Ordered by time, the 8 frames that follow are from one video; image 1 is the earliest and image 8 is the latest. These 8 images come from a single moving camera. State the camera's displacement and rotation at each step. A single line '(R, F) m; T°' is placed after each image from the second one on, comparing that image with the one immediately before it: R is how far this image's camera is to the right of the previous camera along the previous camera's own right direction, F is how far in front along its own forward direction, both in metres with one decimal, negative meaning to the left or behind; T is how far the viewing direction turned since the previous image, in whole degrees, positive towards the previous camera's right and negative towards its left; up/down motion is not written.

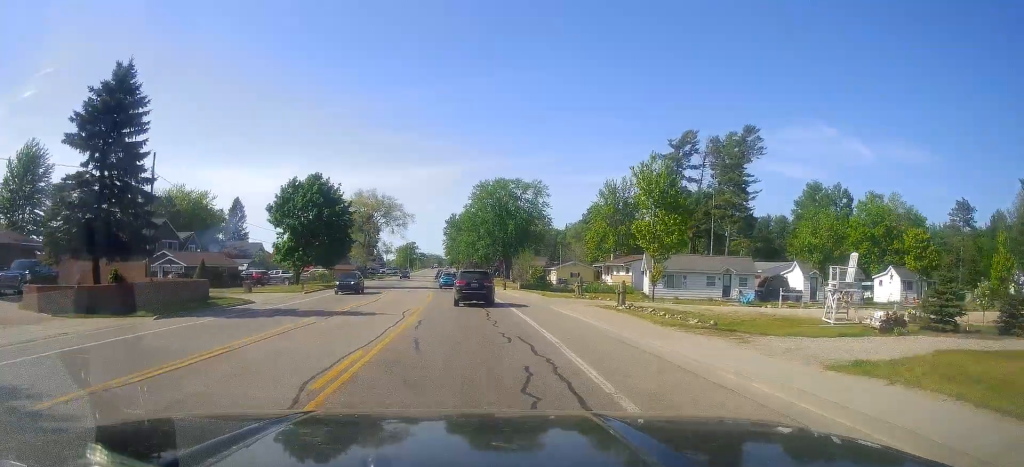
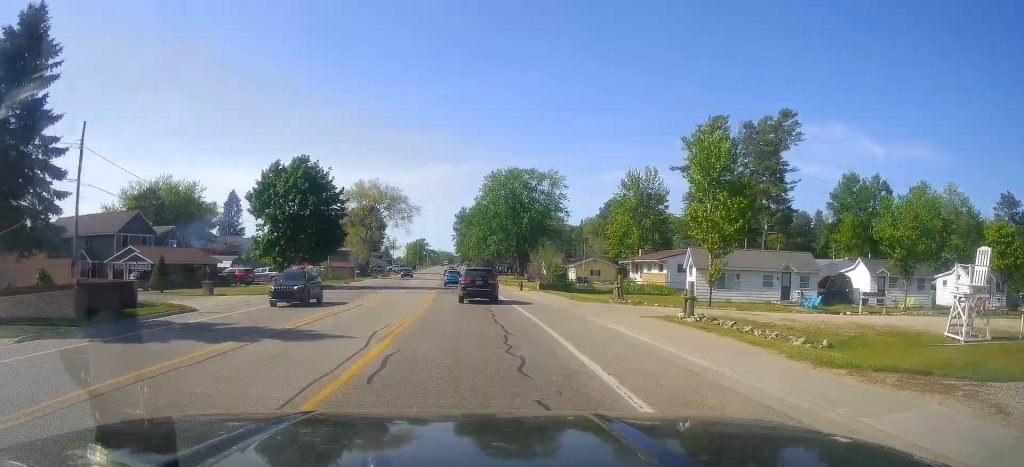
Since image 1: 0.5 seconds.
(-0.3, +8.6) m; -1°
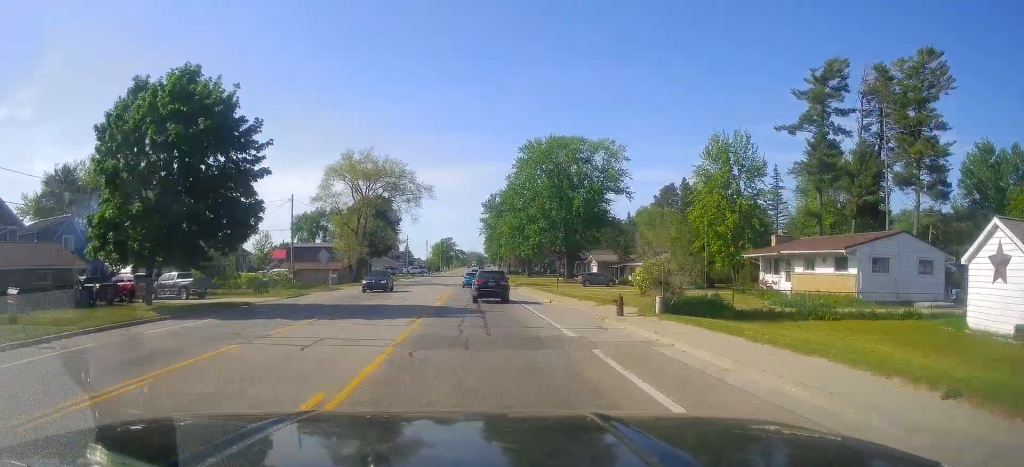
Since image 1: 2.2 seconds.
(-0.4, +27.0) m; -1°
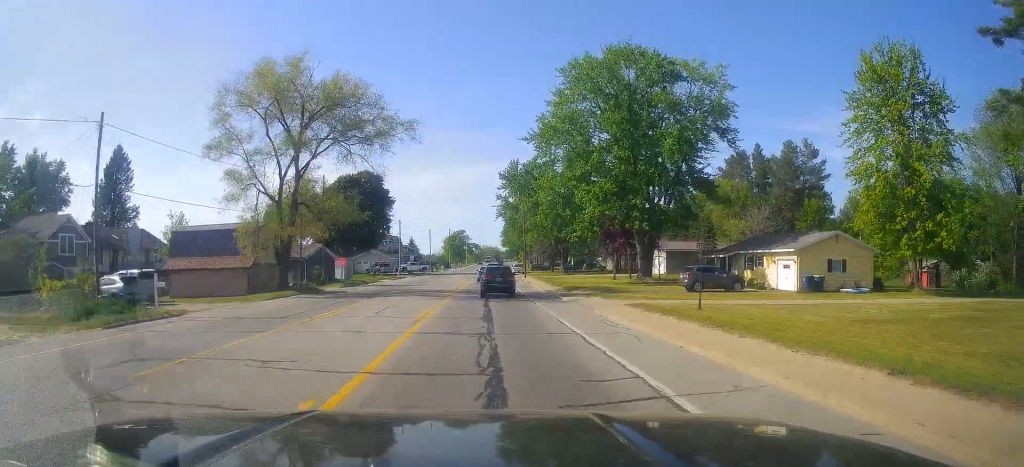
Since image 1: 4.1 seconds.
(-0.6, +31.0) m; -2°
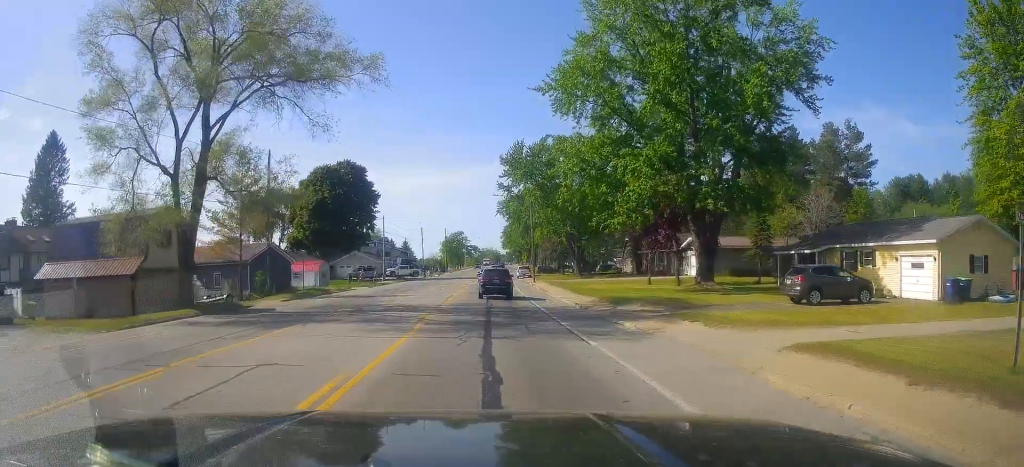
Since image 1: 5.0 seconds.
(+0.1, +13.9) m; 0°
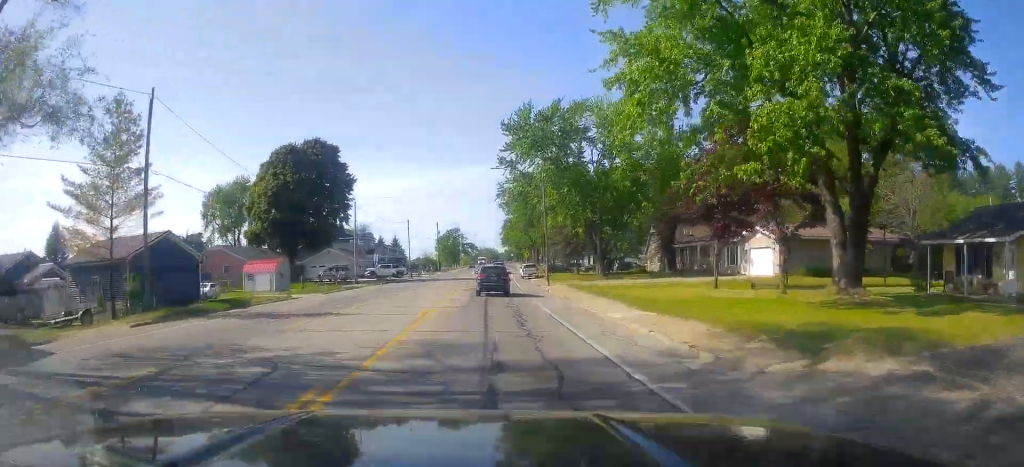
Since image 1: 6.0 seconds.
(-0.3, +15.8) m; +1°
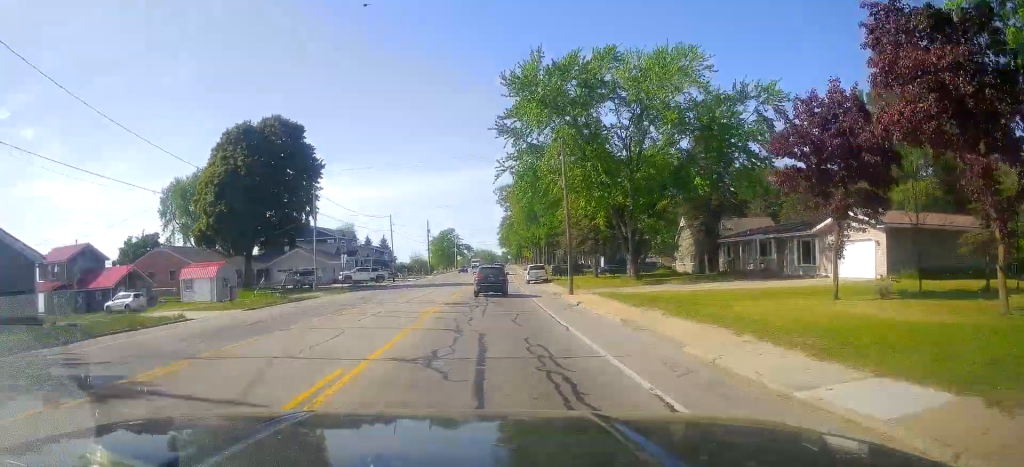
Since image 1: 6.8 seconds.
(+0.5, +13.7) m; +1°
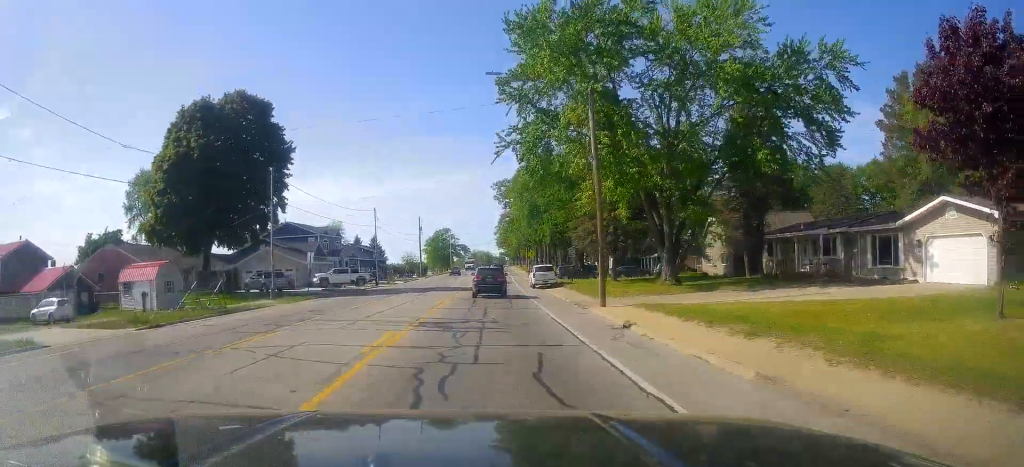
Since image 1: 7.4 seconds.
(-0.2, +9.4) m; 0°
